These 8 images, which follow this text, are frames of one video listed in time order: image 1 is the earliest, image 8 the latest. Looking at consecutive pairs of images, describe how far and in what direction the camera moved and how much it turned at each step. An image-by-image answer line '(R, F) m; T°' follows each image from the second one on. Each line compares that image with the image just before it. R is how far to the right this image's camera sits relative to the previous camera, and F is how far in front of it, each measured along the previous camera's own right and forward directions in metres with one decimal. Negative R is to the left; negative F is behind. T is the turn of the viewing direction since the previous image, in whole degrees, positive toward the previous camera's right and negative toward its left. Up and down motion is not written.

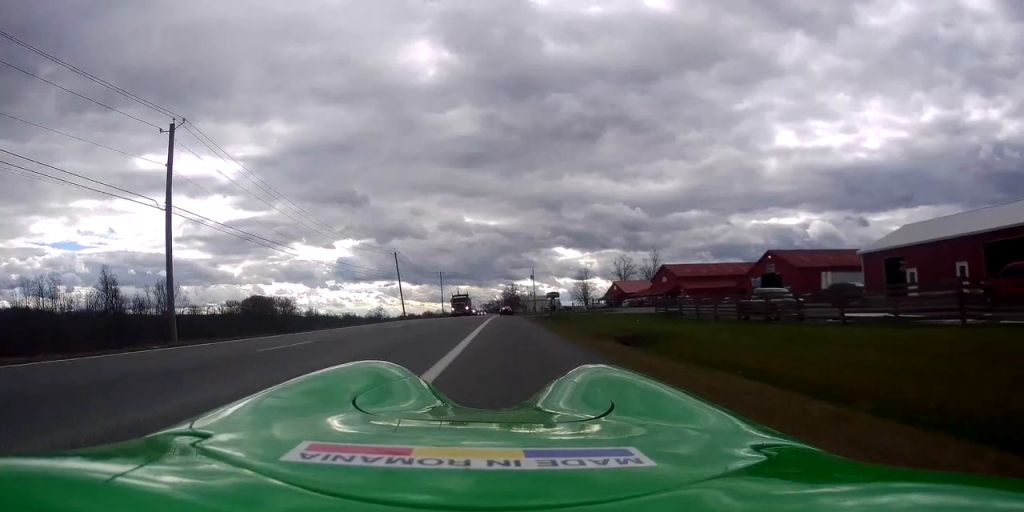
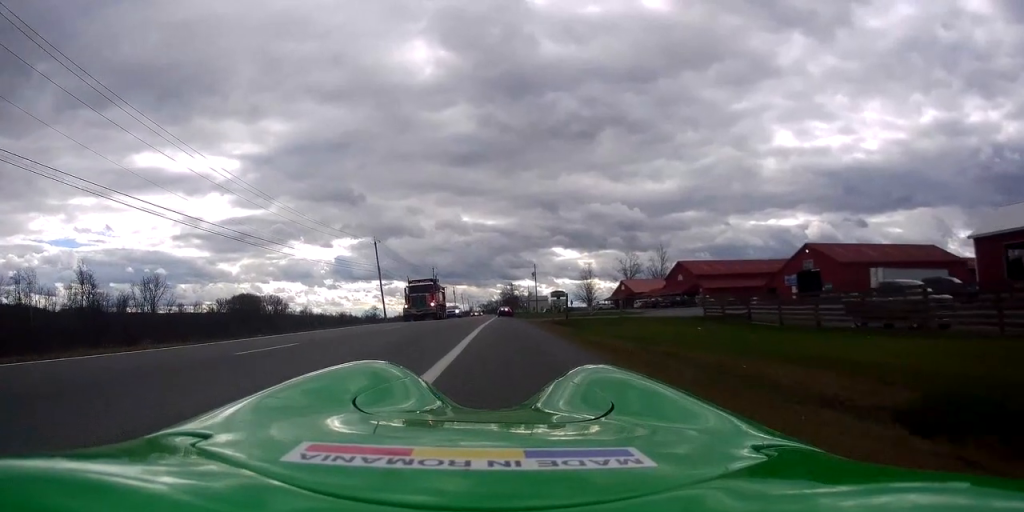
(-0.4, +13.1) m; -2°
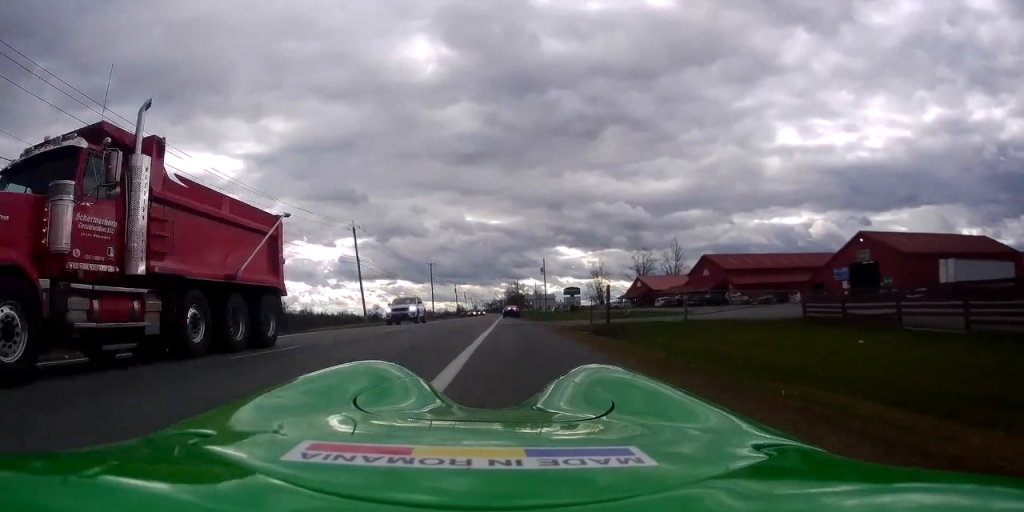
(0.0, +12.9) m; +3°
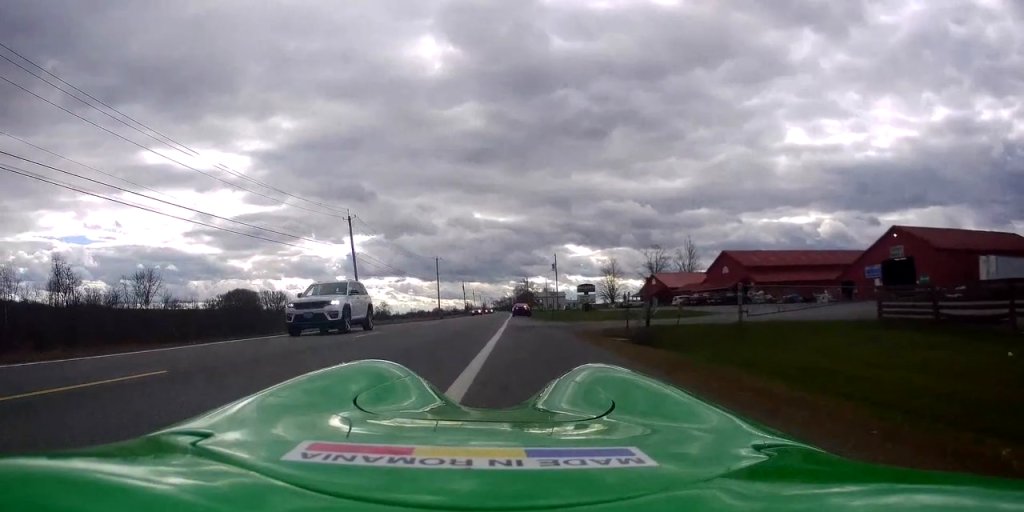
(+0.2, +5.7) m; -1°
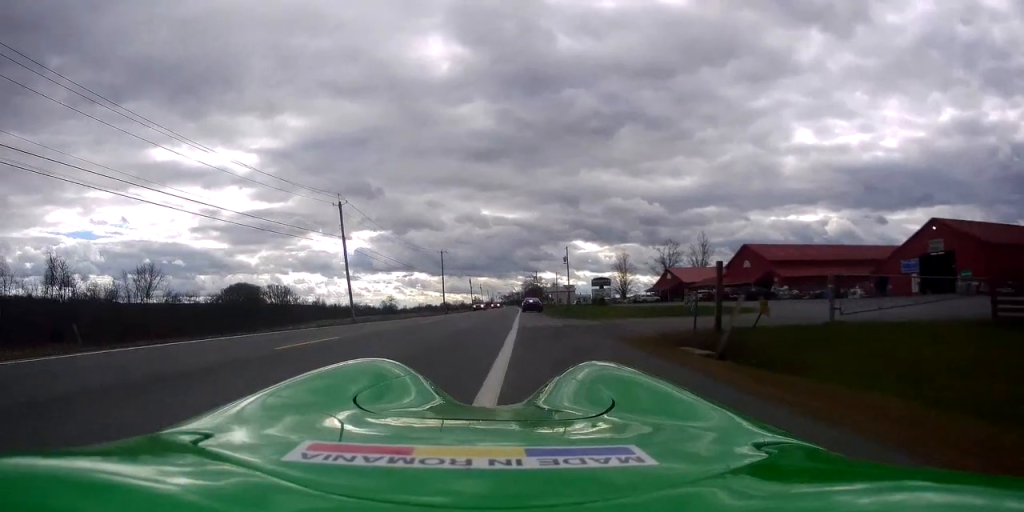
(+0.1, +6.0) m; -2°
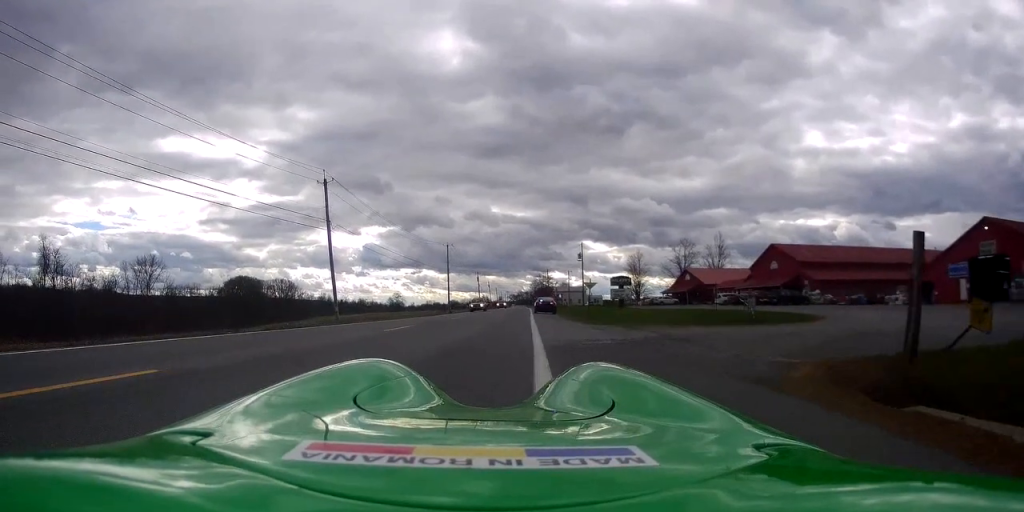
(-0.6, +7.1) m; -2°
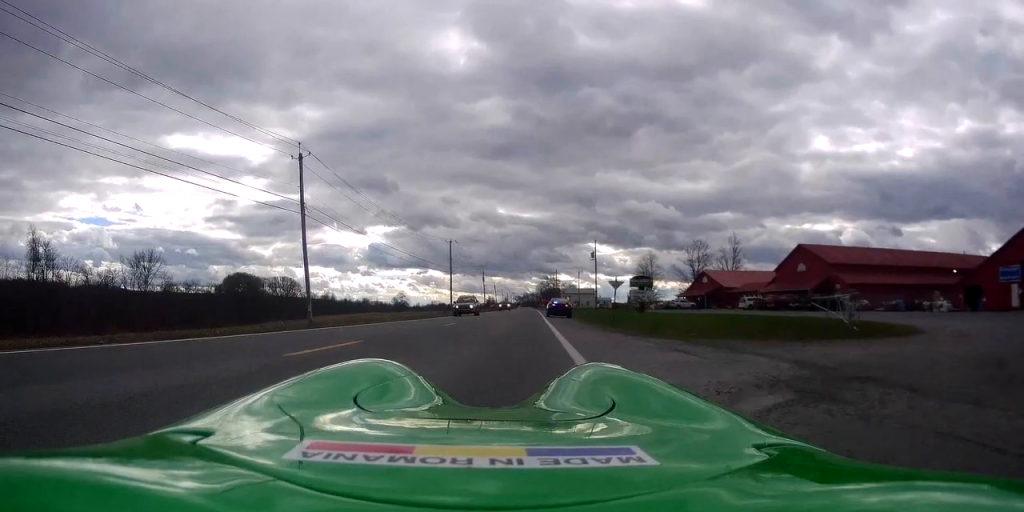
(+0.2, +7.0) m; 0°
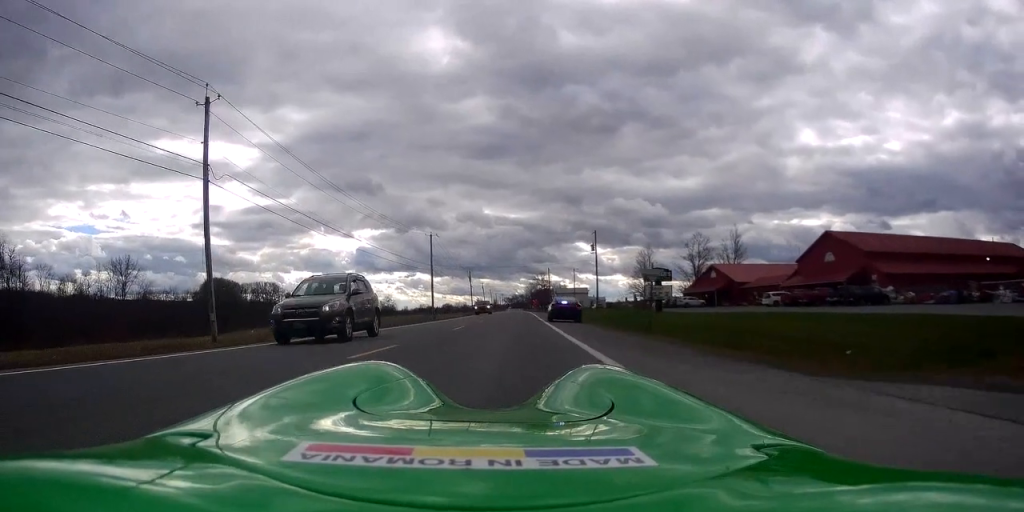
(-0.2, +10.9) m; 0°
